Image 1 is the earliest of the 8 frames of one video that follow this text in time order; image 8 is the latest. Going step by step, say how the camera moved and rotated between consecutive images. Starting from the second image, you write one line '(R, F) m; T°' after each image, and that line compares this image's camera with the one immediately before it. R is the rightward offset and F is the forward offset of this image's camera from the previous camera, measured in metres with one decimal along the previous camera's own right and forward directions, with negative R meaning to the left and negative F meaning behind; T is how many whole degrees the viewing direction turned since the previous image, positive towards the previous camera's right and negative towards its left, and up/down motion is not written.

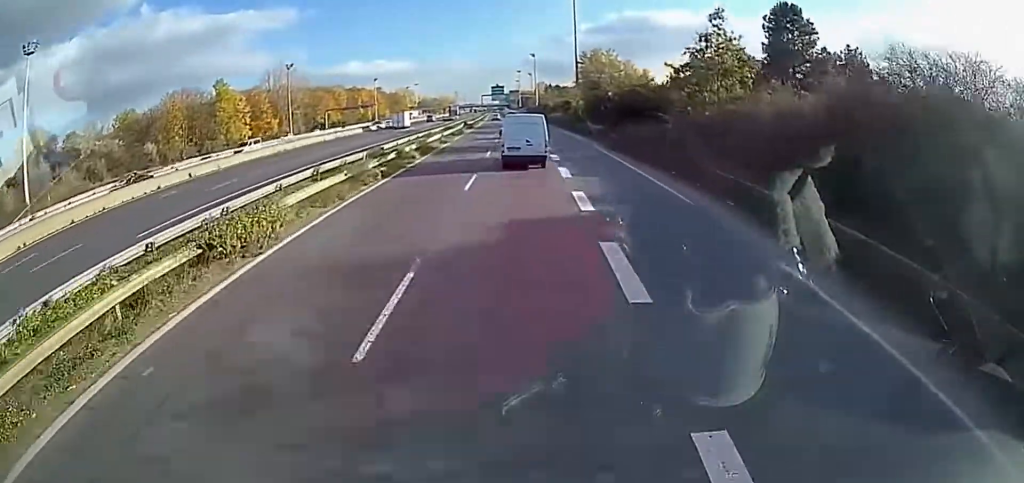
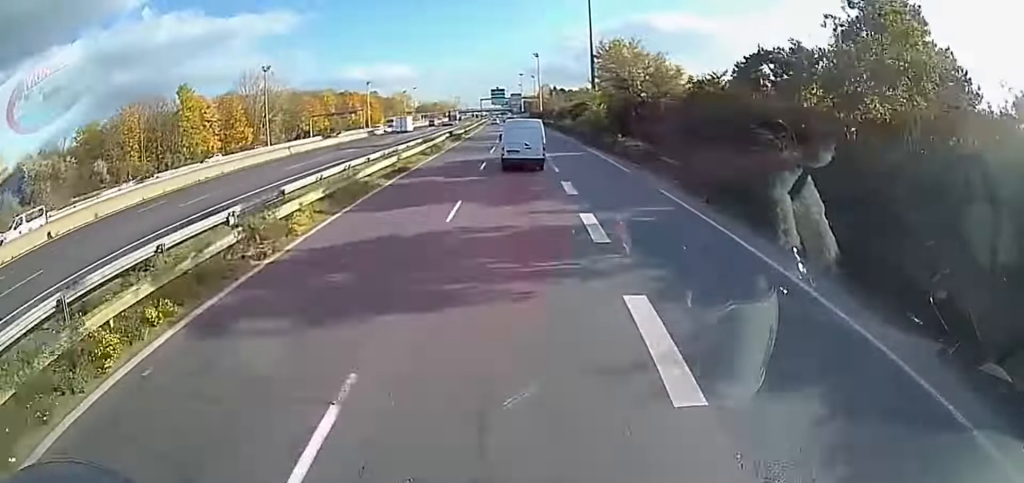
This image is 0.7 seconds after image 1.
(-0.2, +16.3) m; -1°
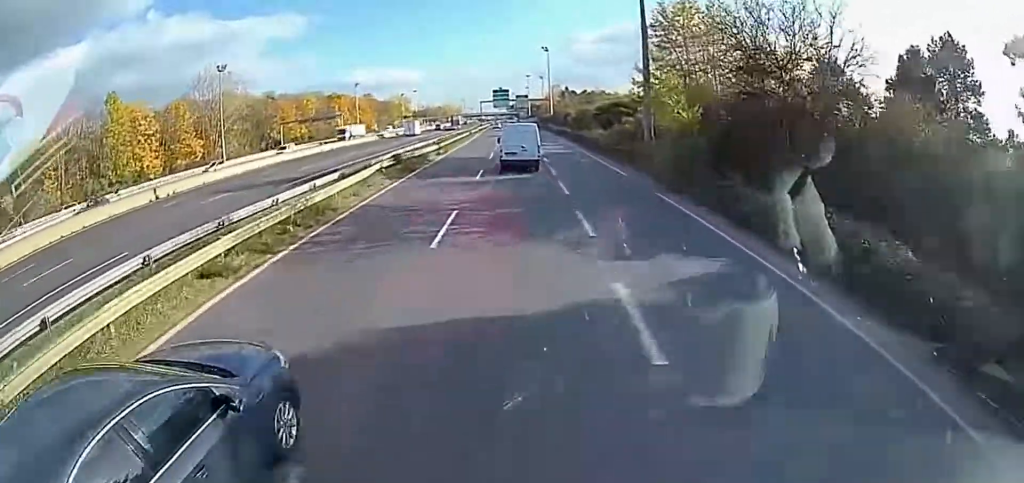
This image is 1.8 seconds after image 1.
(-0.1, +26.0) m; -1°
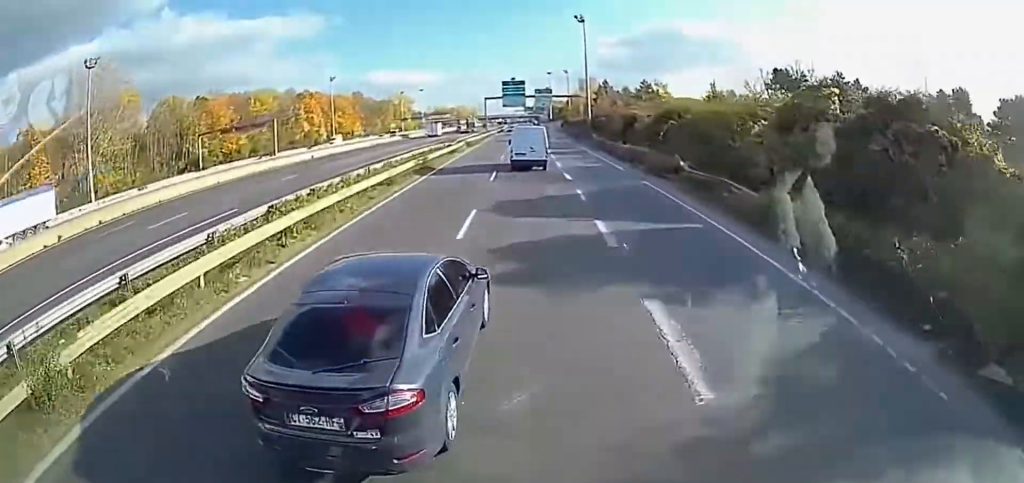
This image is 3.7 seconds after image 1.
(-0.9, +47.2) m; -2°
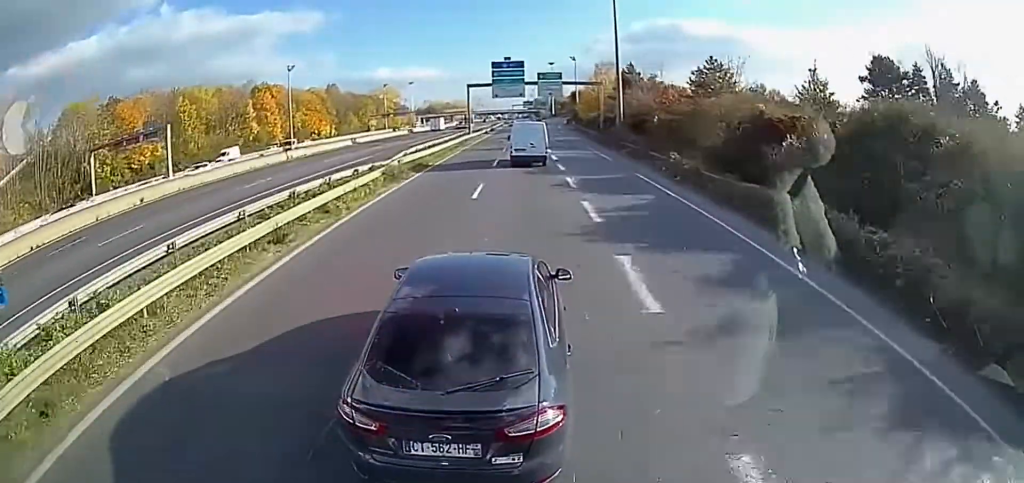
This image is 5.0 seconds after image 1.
(0.0, +28.5) m; 0°
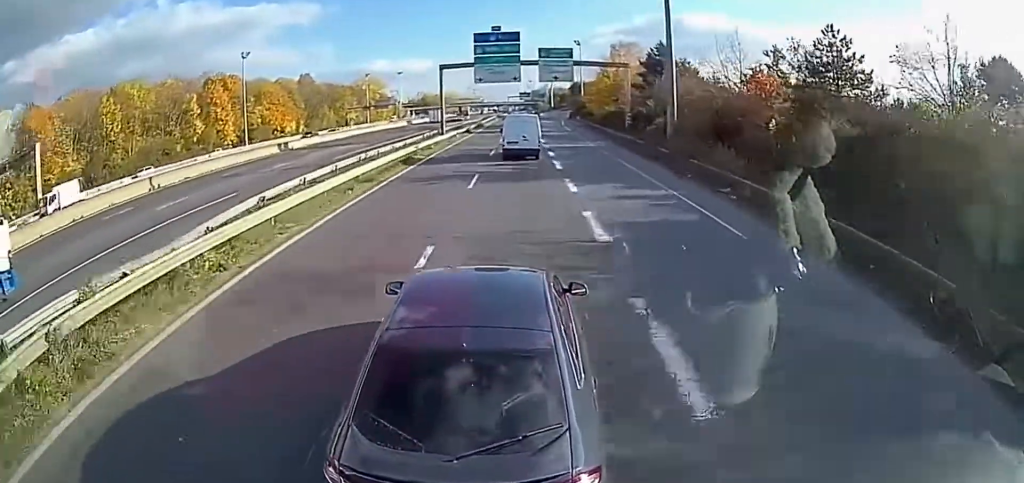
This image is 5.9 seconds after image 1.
(0.0, +21.7) m; 0°
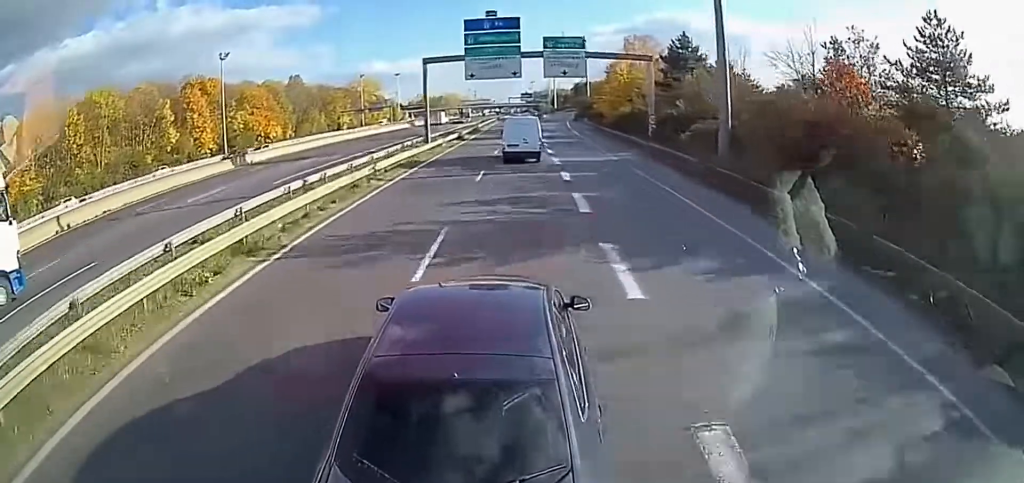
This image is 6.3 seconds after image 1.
(0.0, +9.4) m; 0°
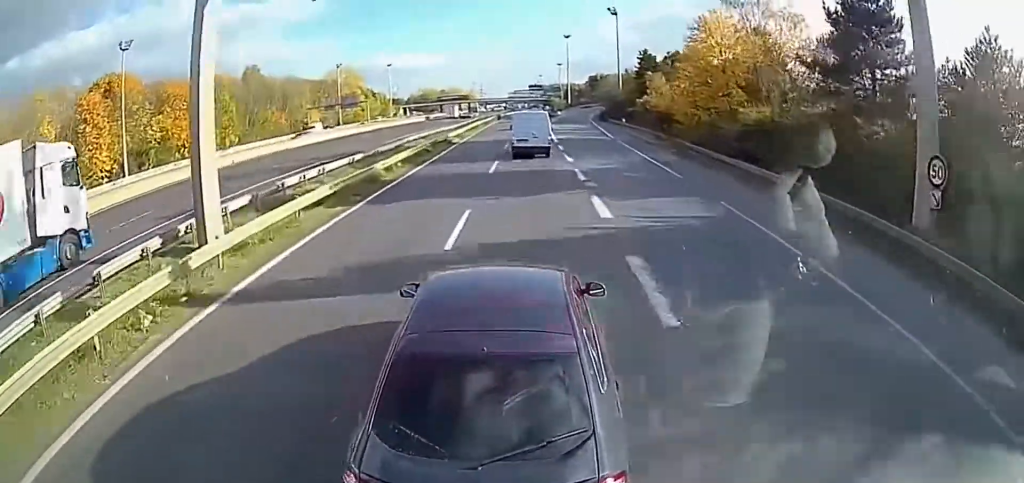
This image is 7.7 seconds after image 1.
(-0.1, +32.8) m; 0°
